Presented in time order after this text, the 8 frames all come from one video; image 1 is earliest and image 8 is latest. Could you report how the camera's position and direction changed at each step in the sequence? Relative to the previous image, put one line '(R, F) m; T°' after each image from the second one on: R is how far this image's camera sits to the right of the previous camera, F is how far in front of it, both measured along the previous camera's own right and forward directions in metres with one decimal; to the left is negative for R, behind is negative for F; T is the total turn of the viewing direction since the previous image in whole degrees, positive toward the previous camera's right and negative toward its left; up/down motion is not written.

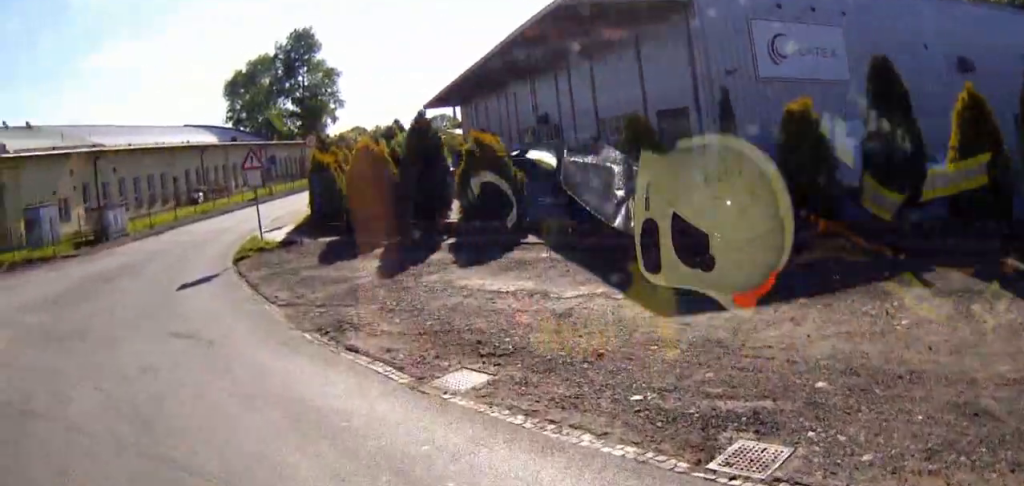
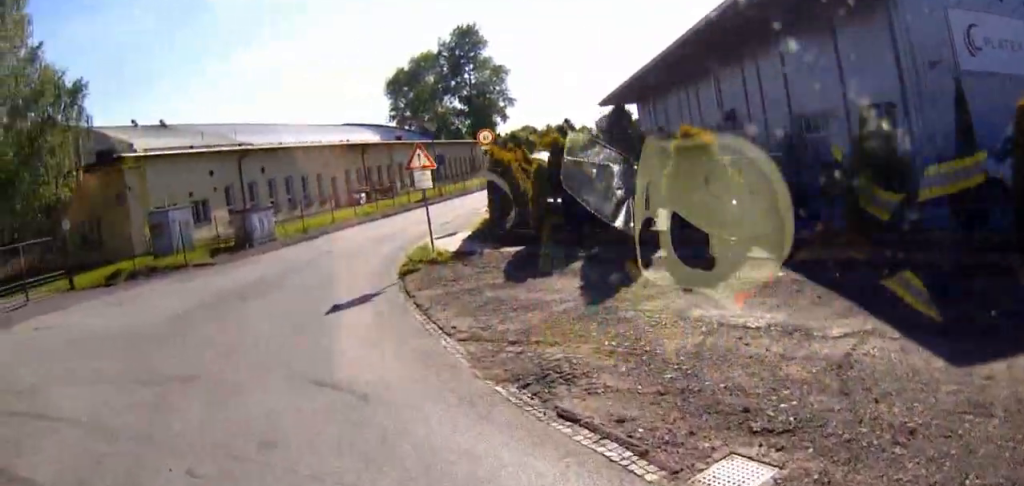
(-0.7, +2.3) m; -8°
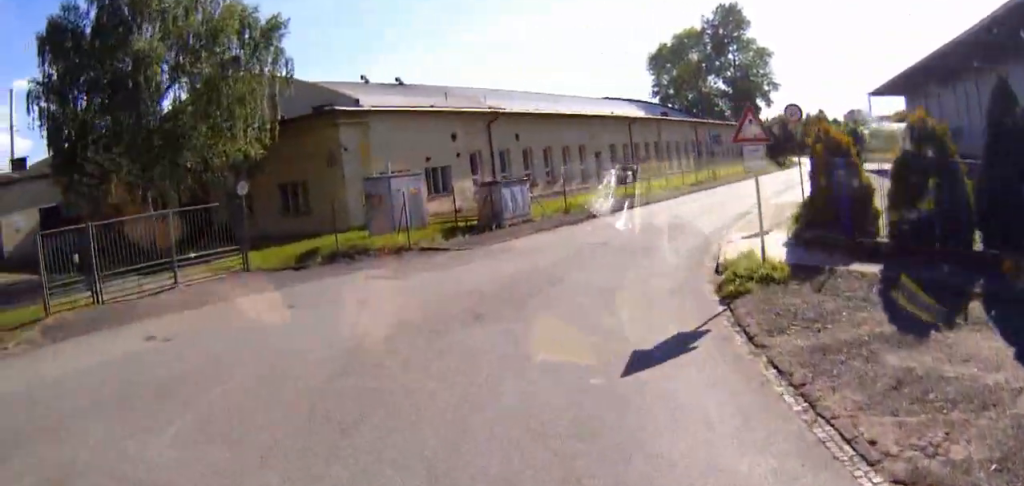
(-0.7, +4.3) m; -4°
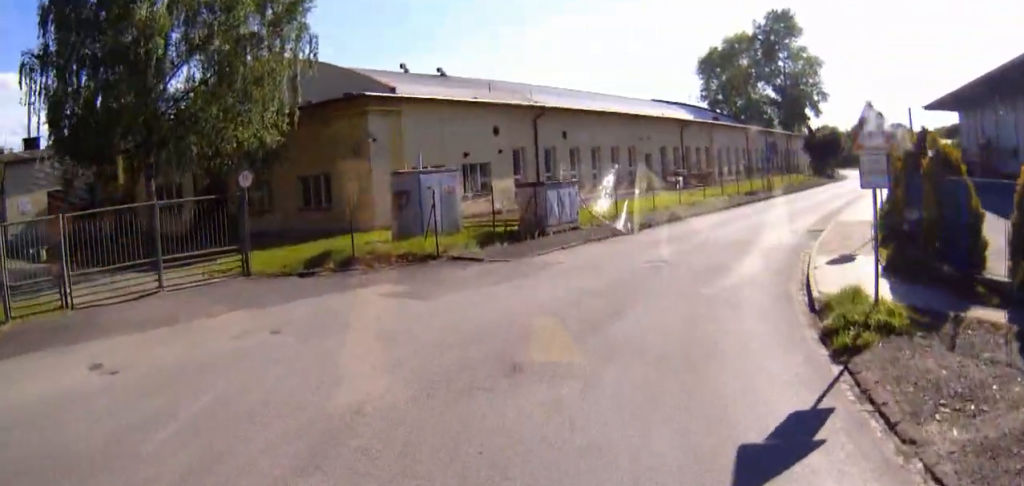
(-0.2, +2.1) m; +6°
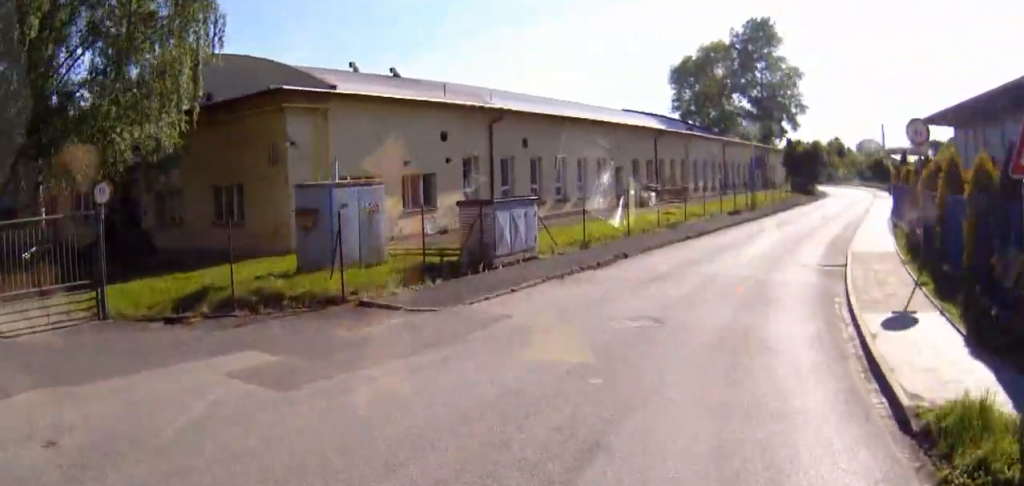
(+0.5, +3.3) m; +13°
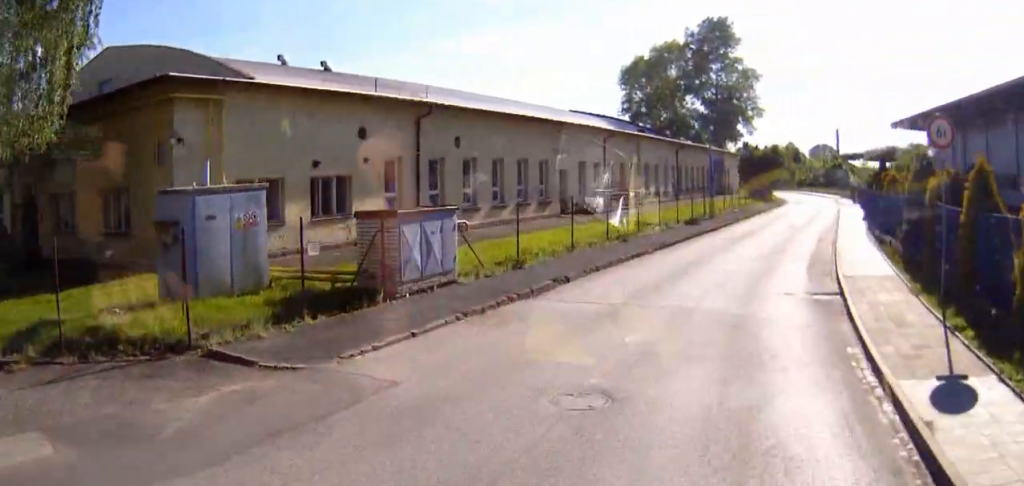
(+0.2, +2.6) m; +9°
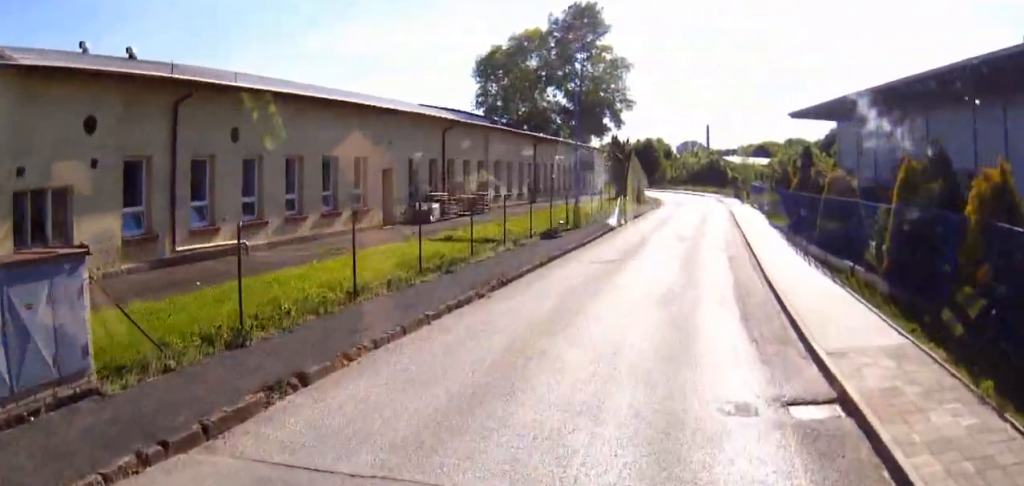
(+0.6, +5.9) m; +12°
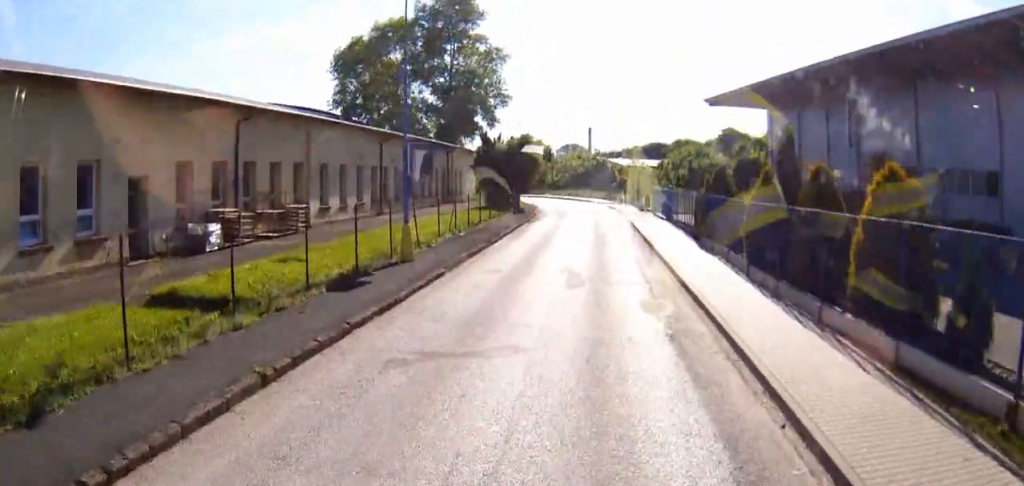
(+1.2, +8.3) m; +11°
